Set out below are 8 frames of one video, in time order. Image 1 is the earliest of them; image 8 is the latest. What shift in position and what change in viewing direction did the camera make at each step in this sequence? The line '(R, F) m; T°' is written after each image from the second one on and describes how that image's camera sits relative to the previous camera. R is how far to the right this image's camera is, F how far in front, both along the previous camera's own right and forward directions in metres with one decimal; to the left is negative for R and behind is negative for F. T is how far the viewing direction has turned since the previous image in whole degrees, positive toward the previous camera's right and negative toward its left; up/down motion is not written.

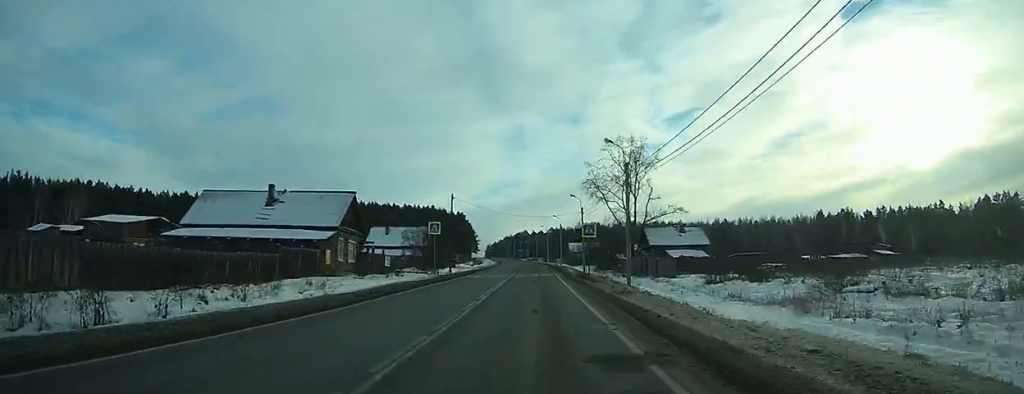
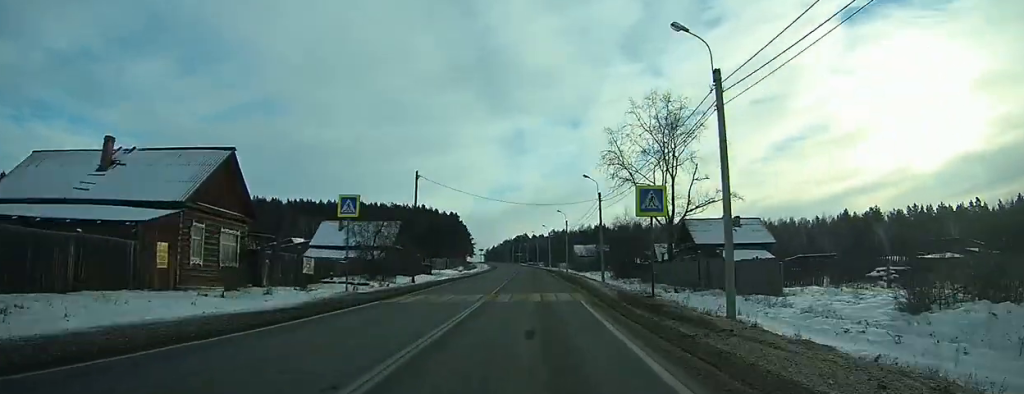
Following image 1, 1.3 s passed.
(0.0, +22.3) m; +5°
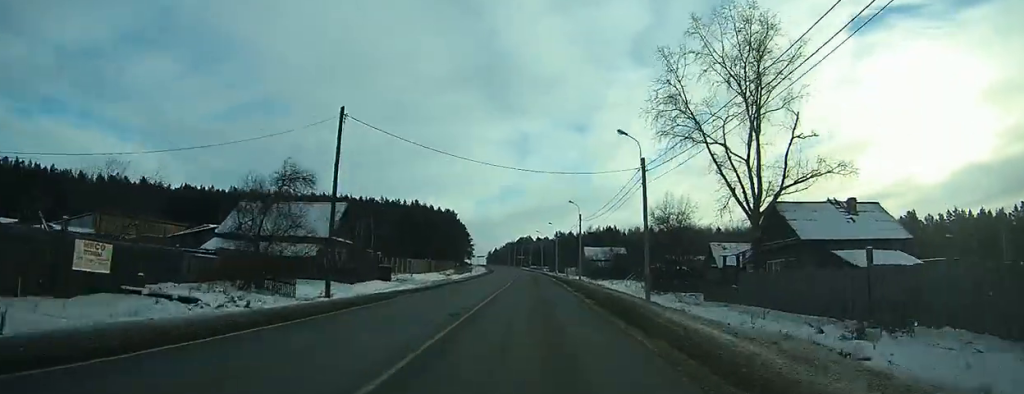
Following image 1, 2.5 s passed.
(+0.5, +21.2) m; +1°
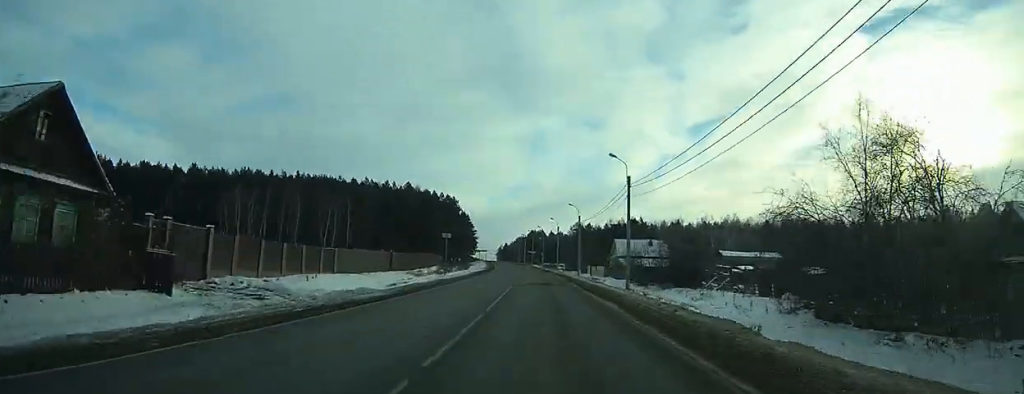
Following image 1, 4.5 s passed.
(+1.7, +30.1) m; -7°
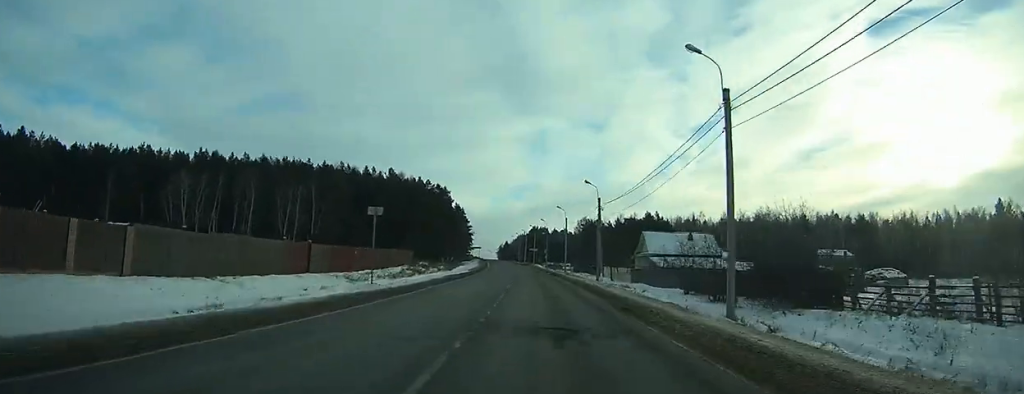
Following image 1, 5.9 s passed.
(-5.0, +22.3) m; -7°
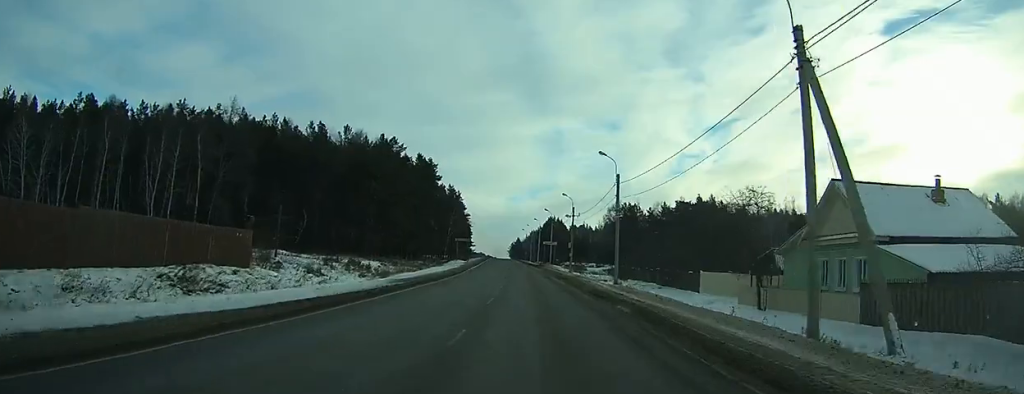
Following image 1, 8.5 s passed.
(+2.7, +41.1) m; +5°
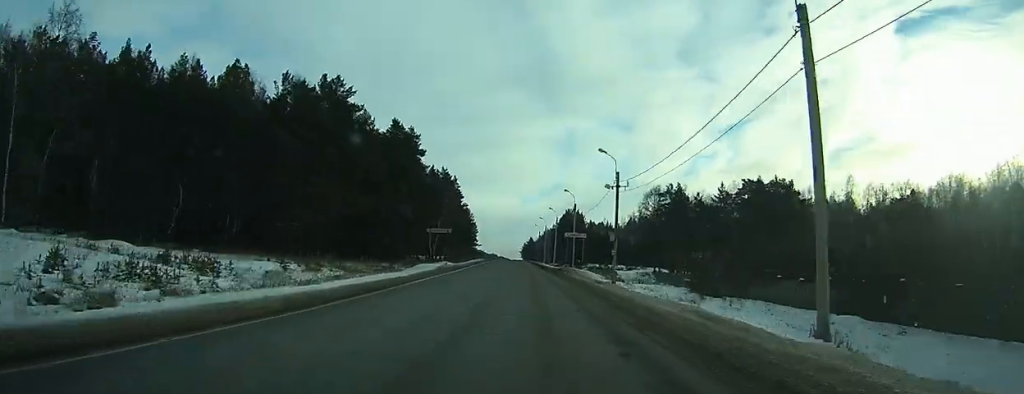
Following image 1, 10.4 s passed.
(+0.2, +28.7) m; 0°
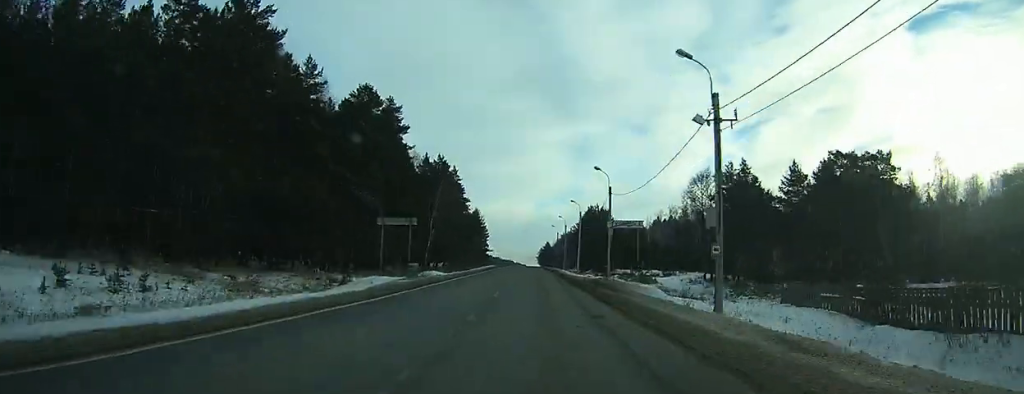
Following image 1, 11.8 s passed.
(-0.1, +20.6) m; -1°
